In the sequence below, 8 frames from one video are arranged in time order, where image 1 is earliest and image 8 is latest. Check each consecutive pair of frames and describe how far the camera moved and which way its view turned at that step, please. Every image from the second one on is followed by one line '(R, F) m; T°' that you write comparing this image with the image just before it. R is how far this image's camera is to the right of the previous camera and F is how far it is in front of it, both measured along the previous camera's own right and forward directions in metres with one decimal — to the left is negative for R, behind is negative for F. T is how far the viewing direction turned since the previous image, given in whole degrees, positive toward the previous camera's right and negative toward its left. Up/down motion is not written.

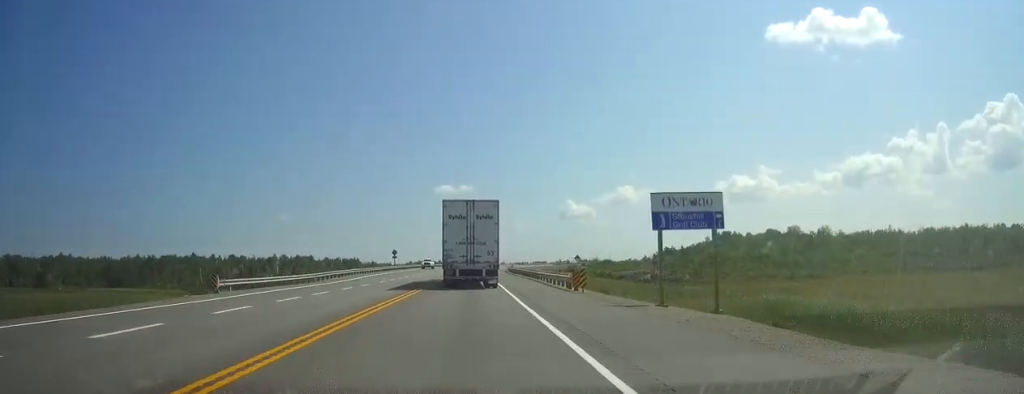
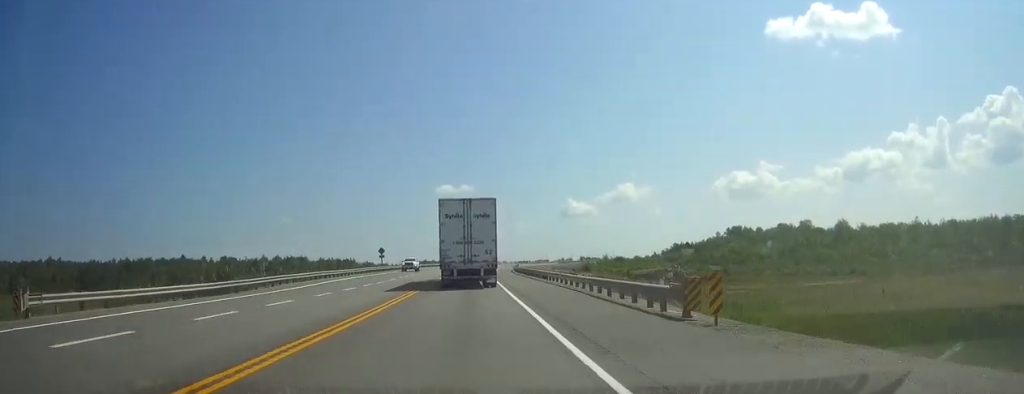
(-0.1, +17.6) m; 0°
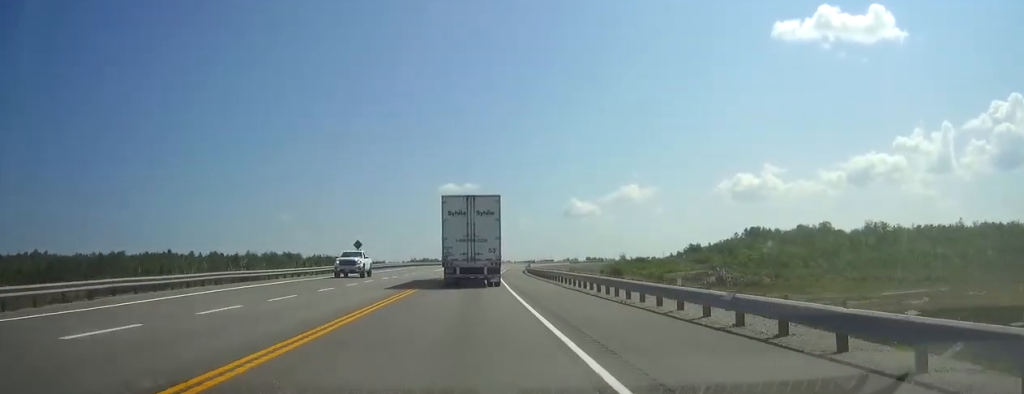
(+0.2, +24.1) m; 0°
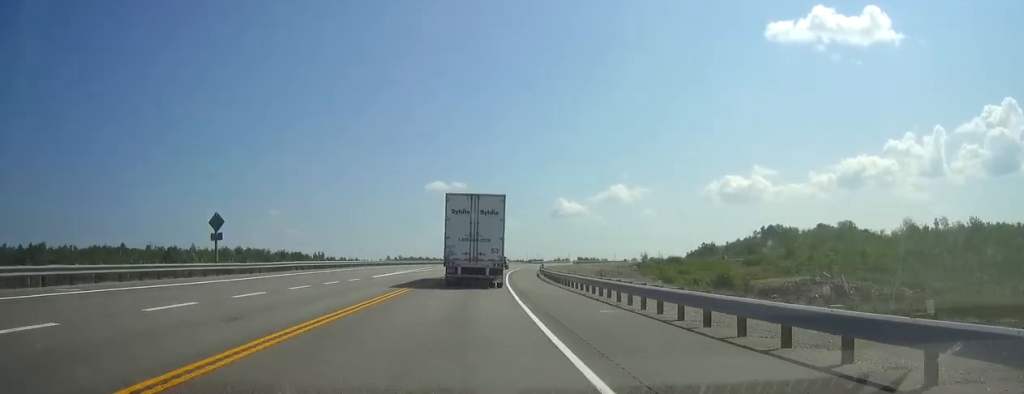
(-0.2, +44.3) m; 0°
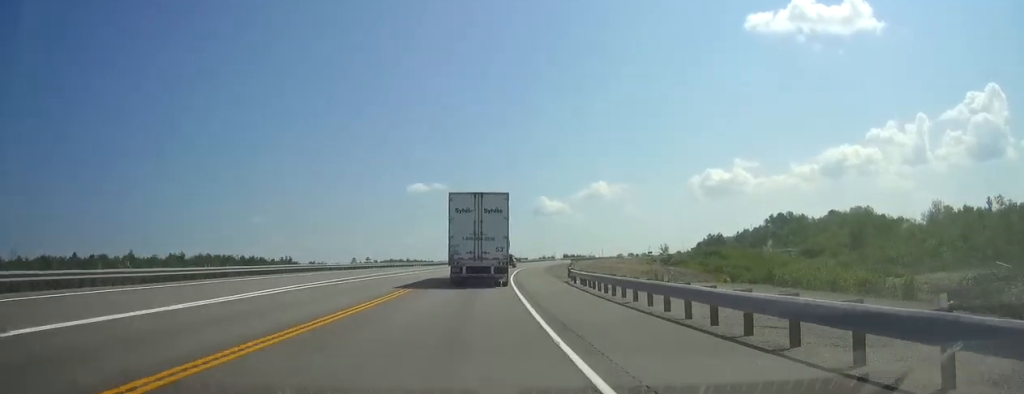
(+0.5, +34.9) m; +1°
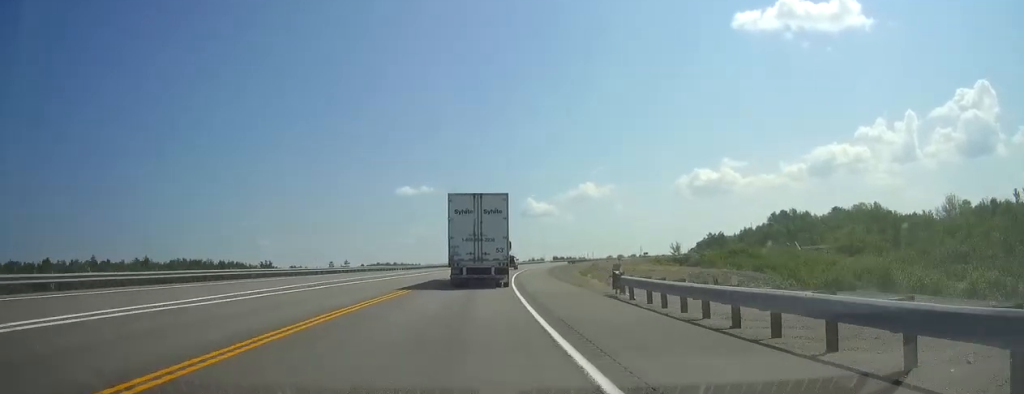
(+0.1, +16.5) m; +1°
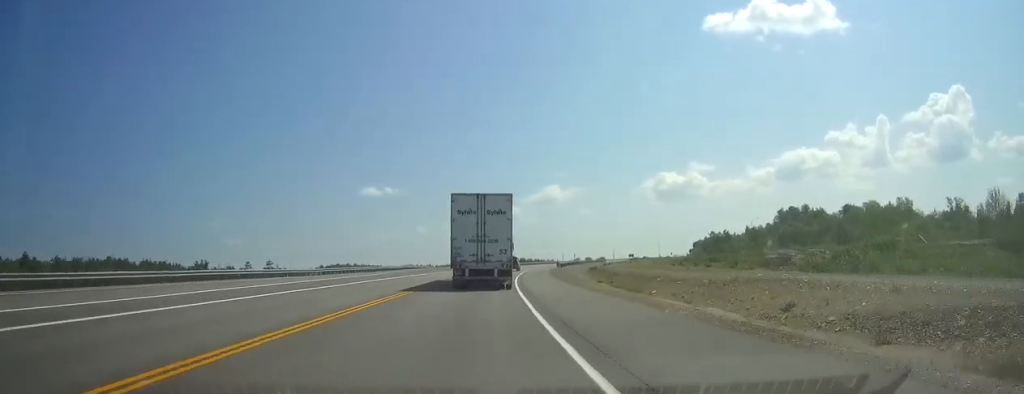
(+1.0, +44.0) m; +2°
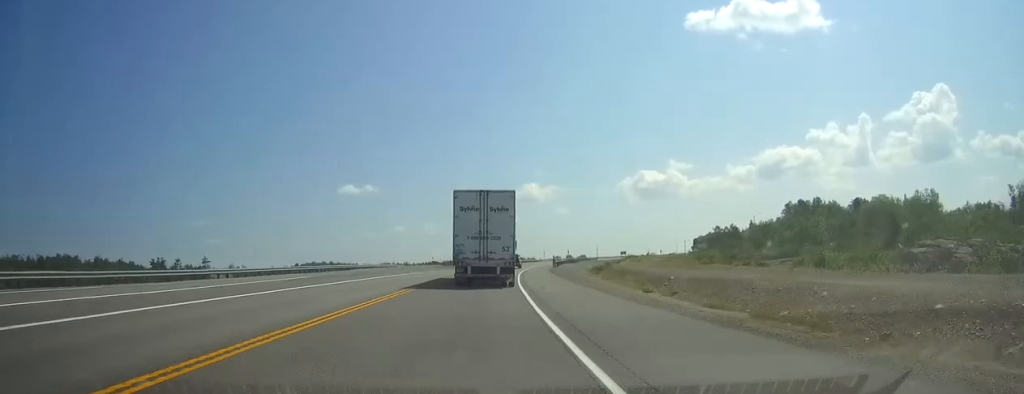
(0.0, +26.6) m; +1°
